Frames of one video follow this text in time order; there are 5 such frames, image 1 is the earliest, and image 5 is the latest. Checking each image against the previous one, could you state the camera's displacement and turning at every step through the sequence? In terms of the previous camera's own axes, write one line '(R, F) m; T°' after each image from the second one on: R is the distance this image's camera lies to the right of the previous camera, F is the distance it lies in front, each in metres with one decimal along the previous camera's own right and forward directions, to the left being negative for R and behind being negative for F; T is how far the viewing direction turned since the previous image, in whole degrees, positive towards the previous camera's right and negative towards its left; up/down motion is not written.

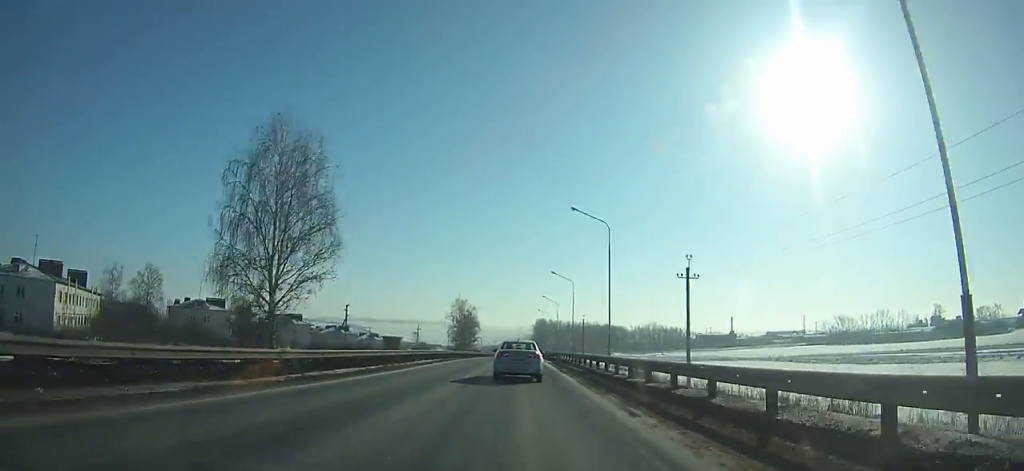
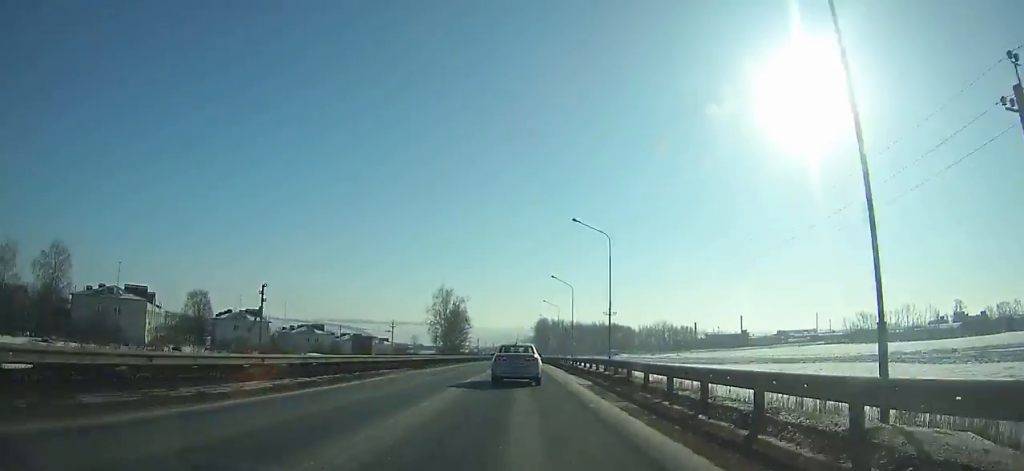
(+0.1, +29.5) m; 0°
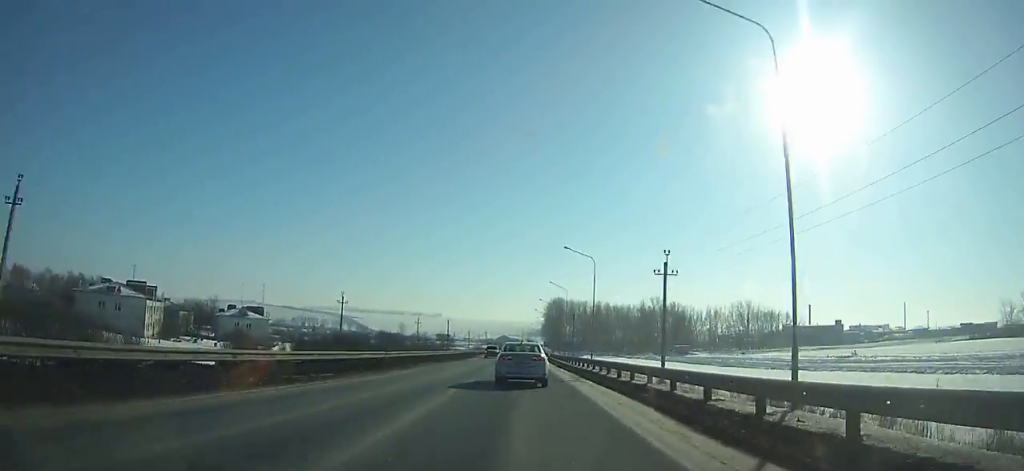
(+0.5, +152.9) m; 0°
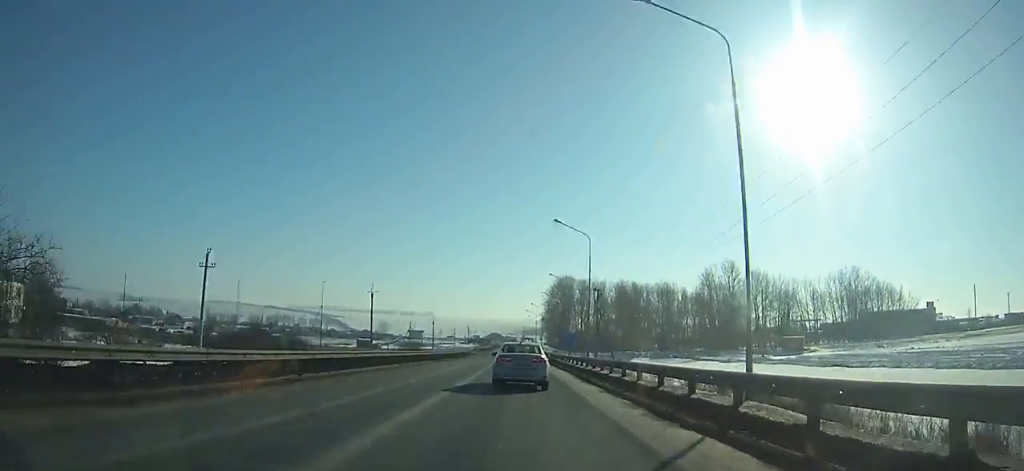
(-0.2, +94.4) m; -1°
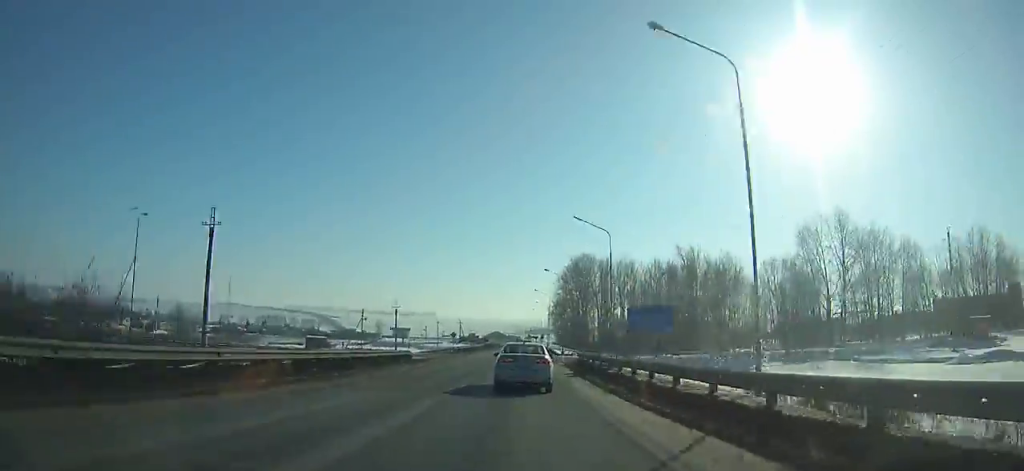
(-0.3, +54.9) m; 0°
